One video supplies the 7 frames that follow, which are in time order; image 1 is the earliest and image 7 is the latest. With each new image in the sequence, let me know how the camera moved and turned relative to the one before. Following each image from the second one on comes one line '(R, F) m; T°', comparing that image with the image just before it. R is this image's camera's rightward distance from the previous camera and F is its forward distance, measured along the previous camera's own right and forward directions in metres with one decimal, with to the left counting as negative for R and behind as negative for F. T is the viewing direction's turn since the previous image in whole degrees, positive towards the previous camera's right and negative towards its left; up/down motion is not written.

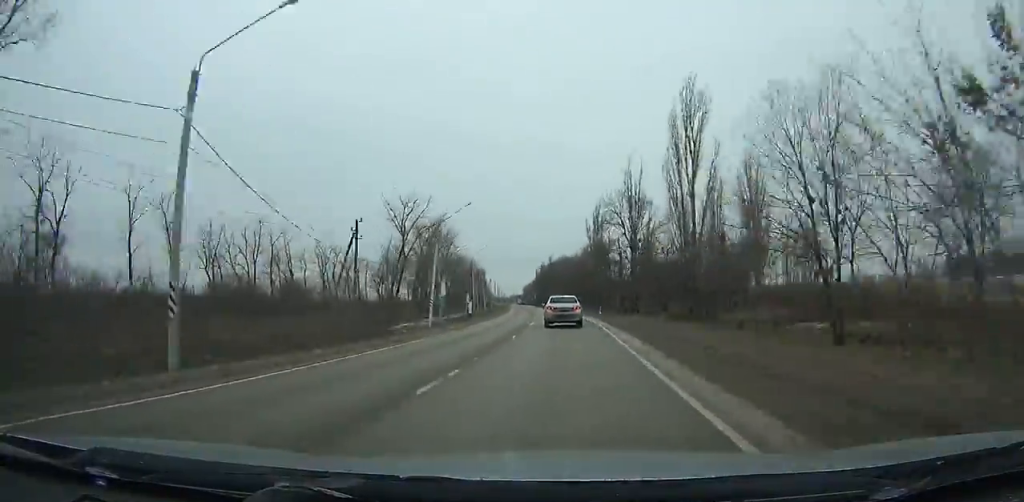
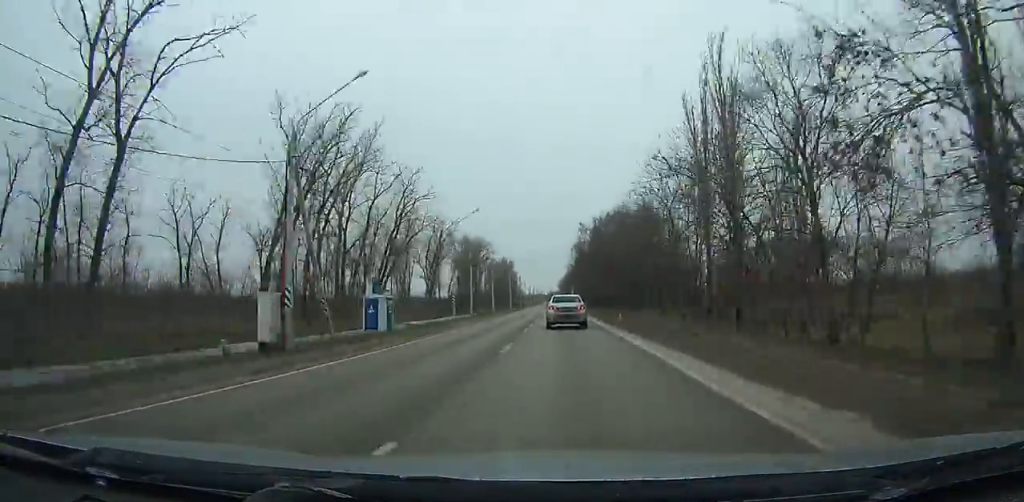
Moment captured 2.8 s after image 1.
(-2.6, +63.0) m; -3°
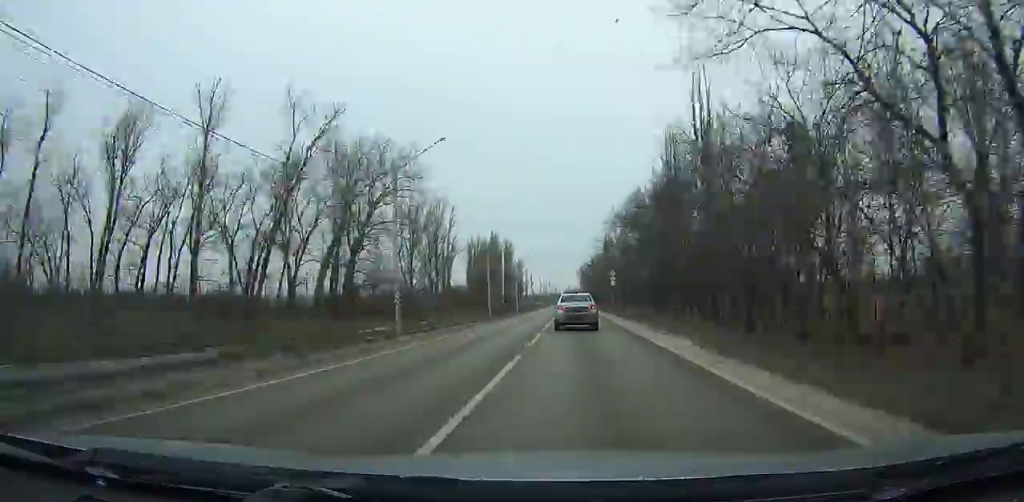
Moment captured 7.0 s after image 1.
(-1.8, +94.8) m; -1°
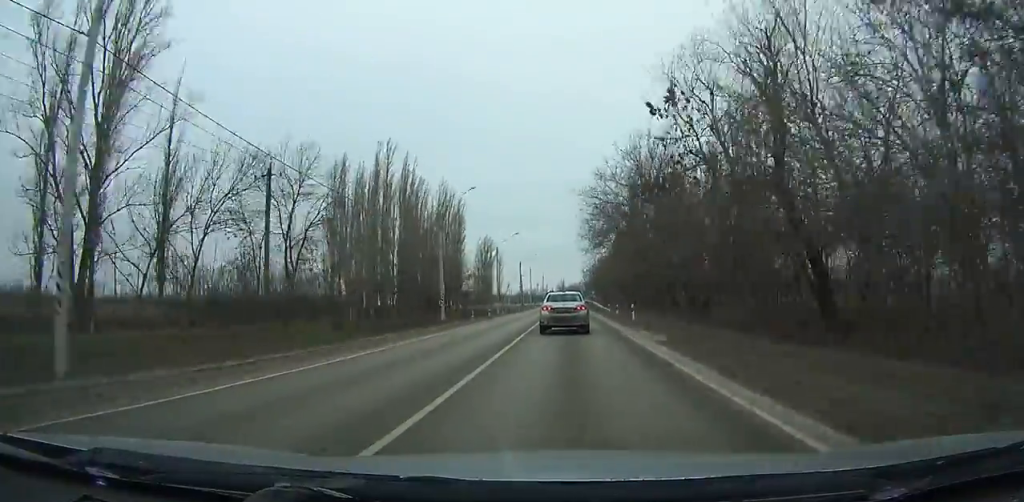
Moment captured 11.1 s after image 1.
(+0.4, +90.4) m; 0°
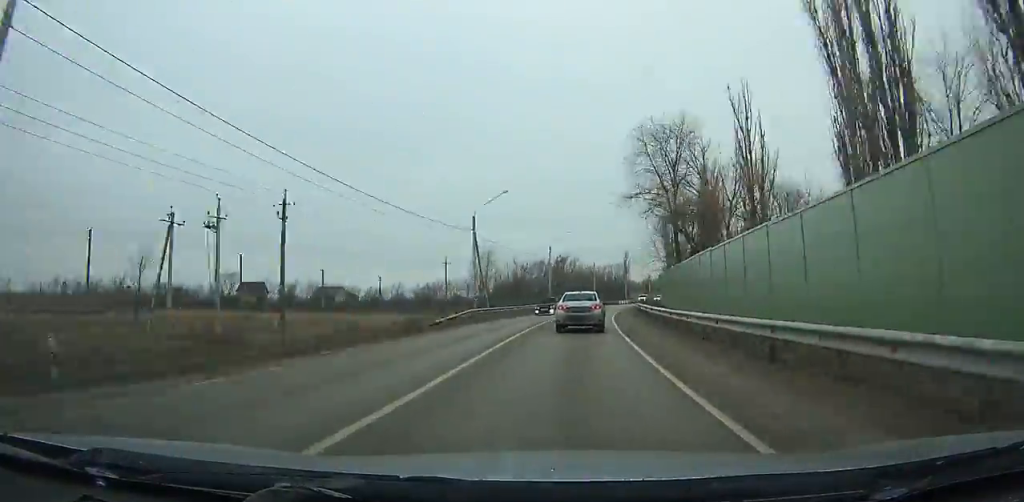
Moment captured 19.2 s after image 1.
(+5.4, +167.8) m; +7°
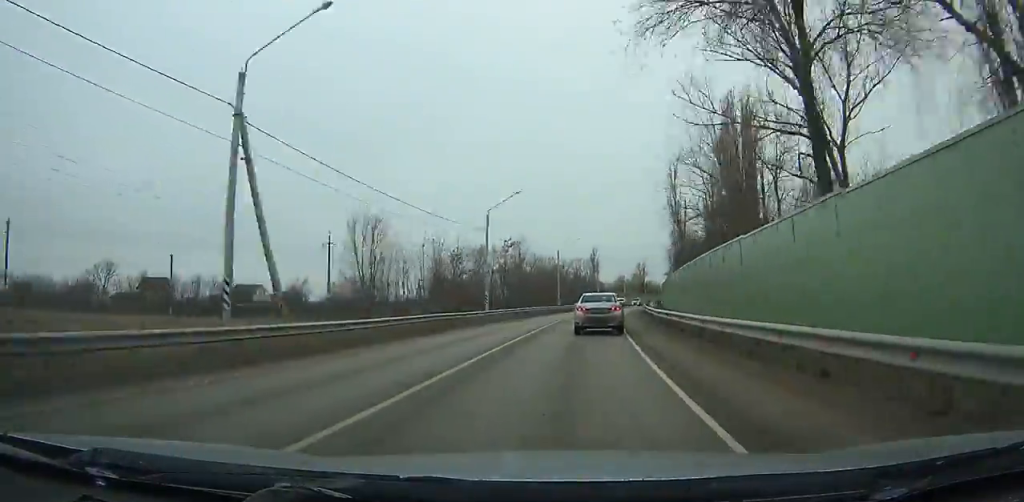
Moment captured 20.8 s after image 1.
(+1.4, +31.5) m; +3°
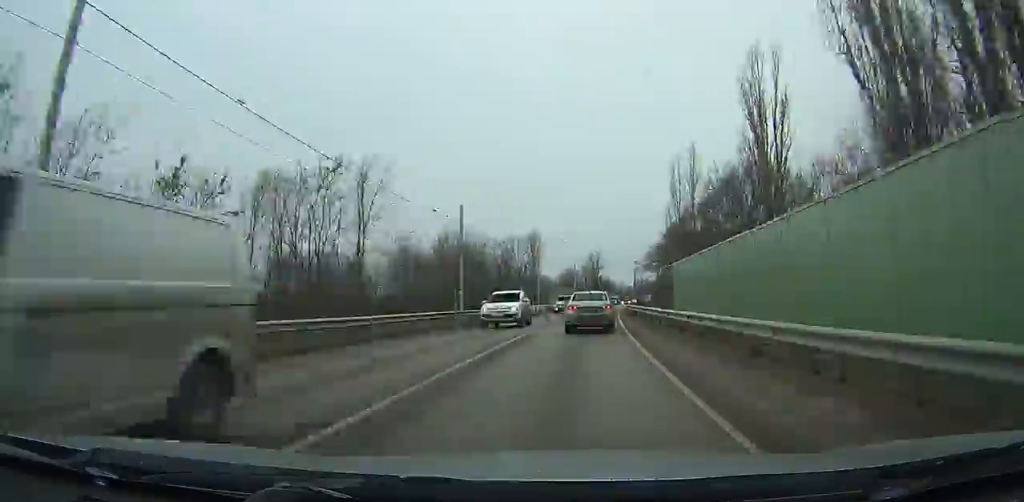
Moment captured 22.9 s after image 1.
(+1.4, +40.9) m; +4°
